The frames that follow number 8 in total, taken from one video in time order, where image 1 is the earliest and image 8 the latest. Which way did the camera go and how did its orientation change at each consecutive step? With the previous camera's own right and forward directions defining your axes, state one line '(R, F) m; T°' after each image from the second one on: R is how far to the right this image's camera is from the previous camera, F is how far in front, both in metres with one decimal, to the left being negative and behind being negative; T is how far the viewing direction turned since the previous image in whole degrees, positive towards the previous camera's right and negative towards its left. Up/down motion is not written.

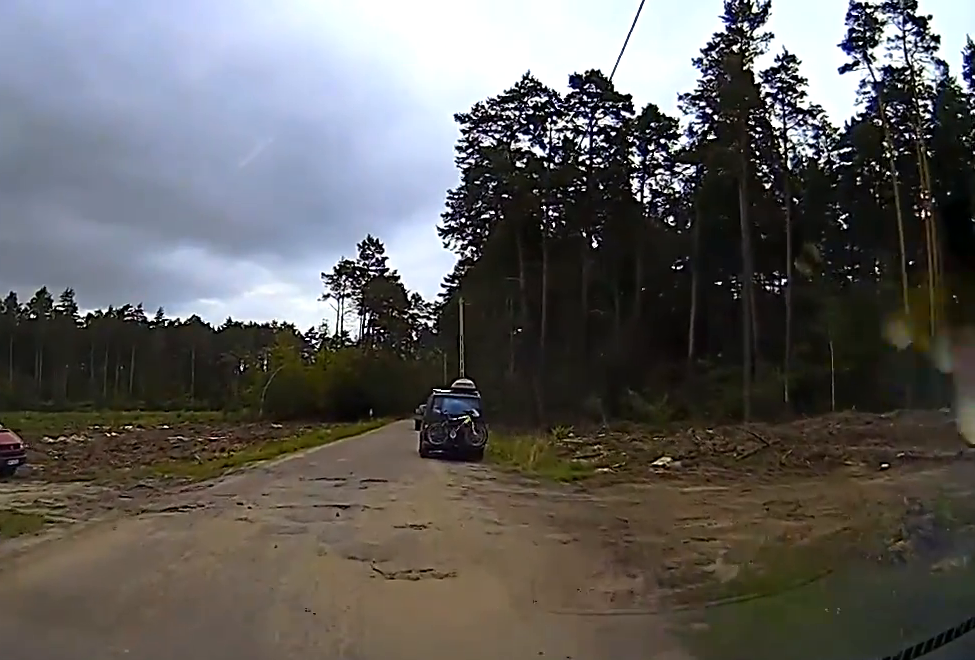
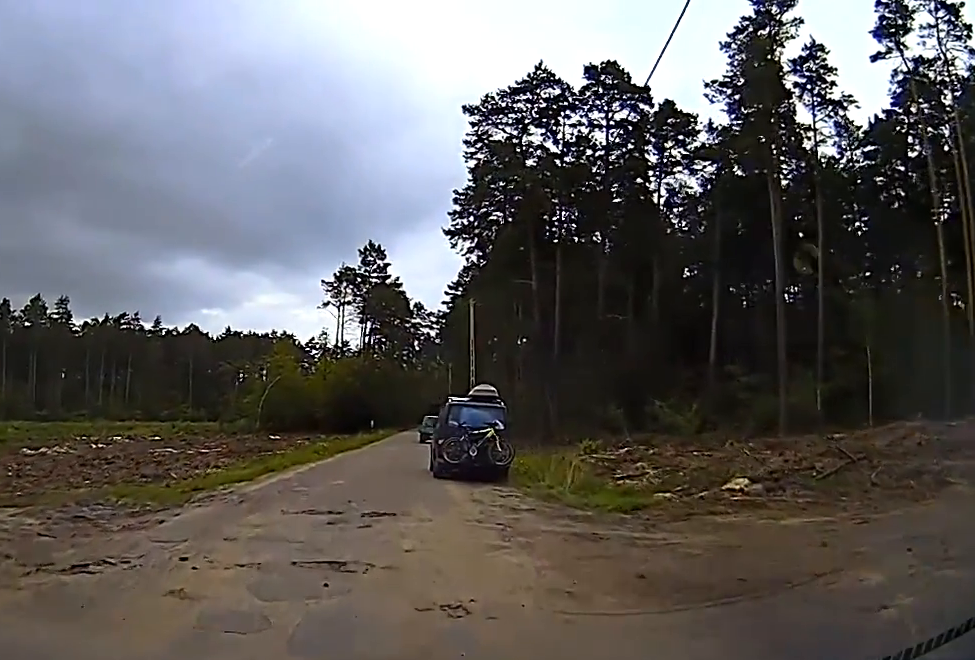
(+0.1, +4.2) m; 0°
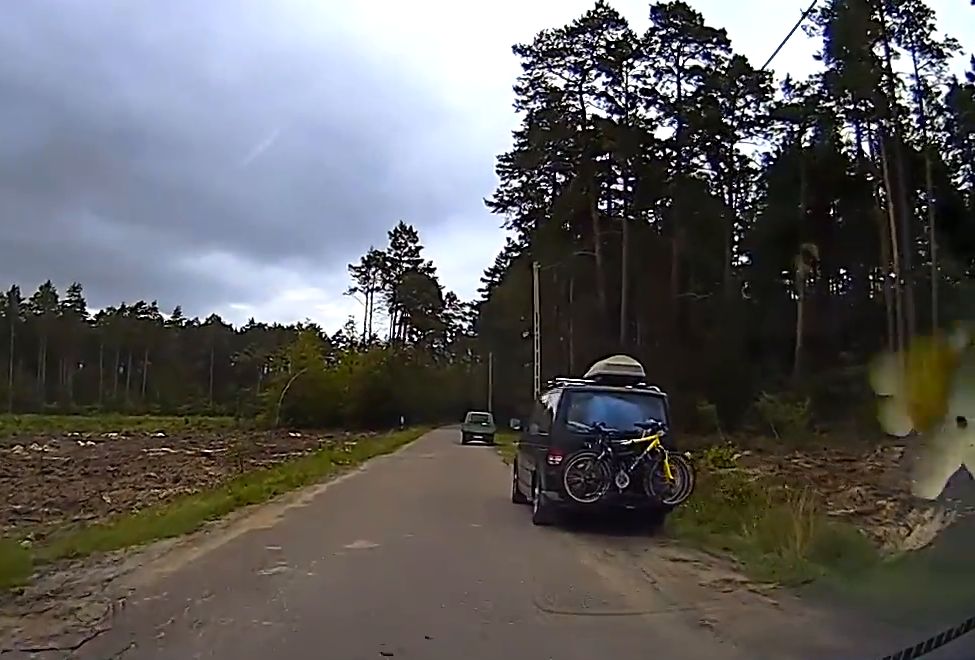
(-0.2, +9.9) m; -2°
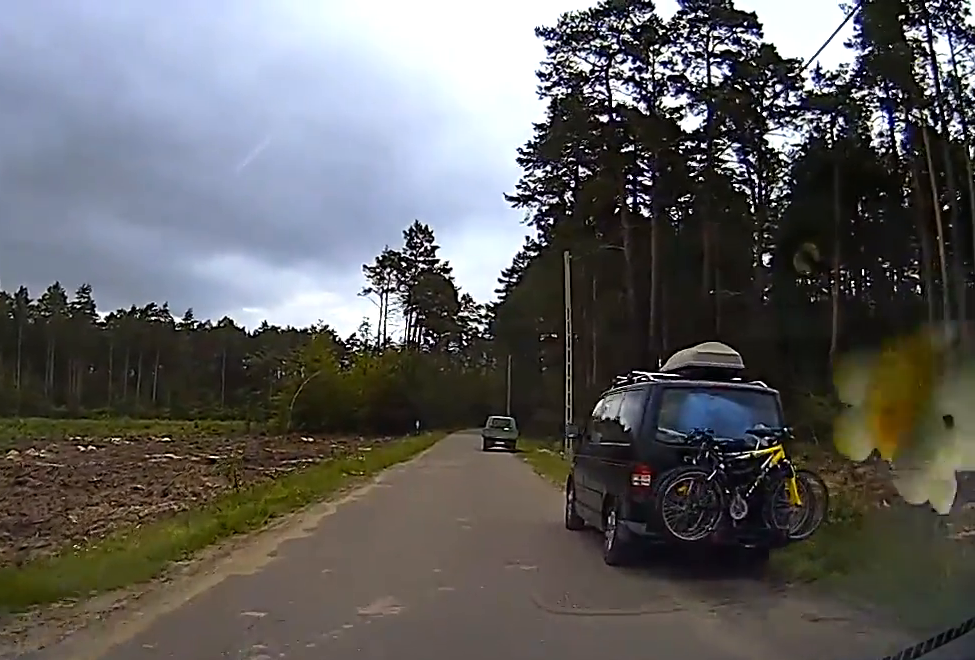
(0.0, +2.8) m; 0°
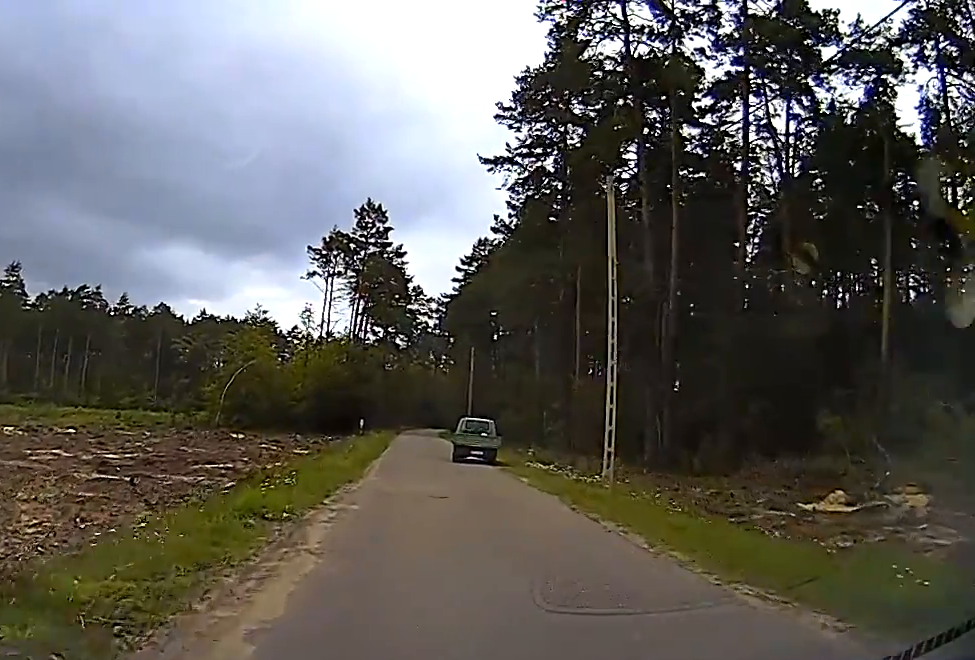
(-0.1, +9.1) m; -1°
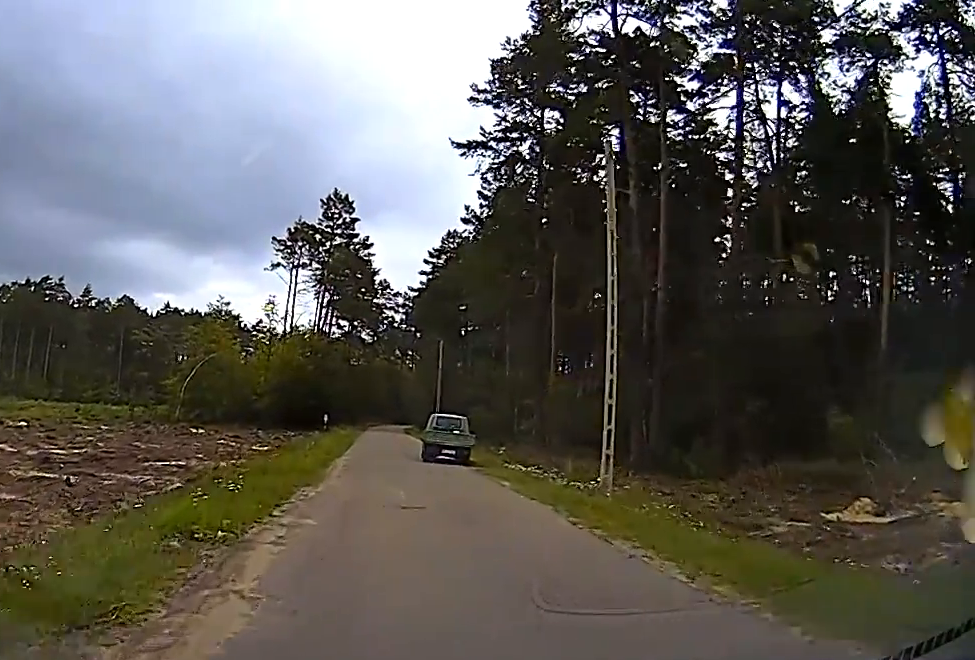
(0.0, +2.1) m; +1°
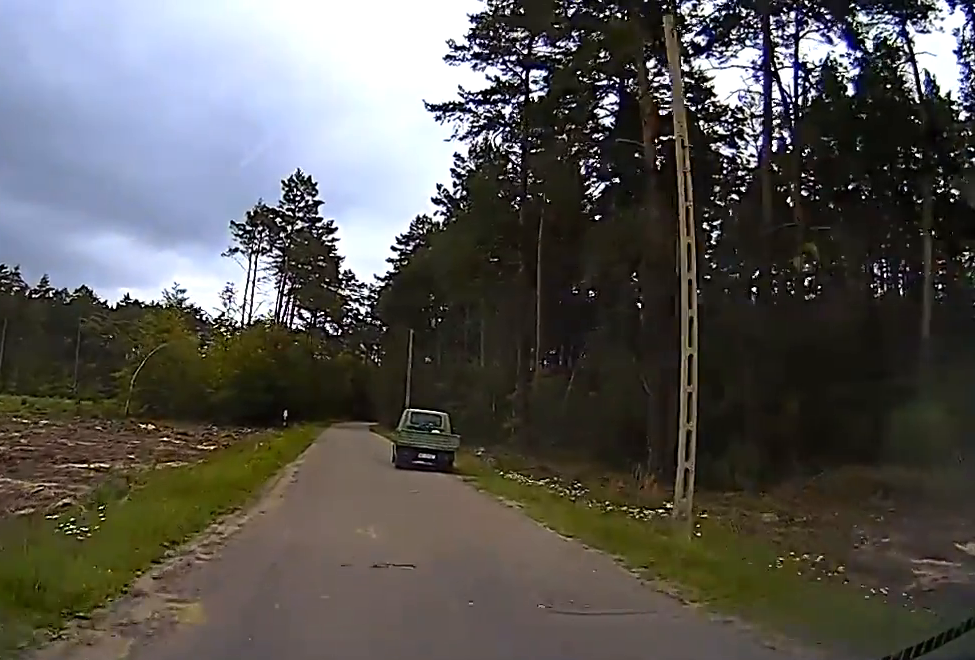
(+0.1, +5.2) m; +2°
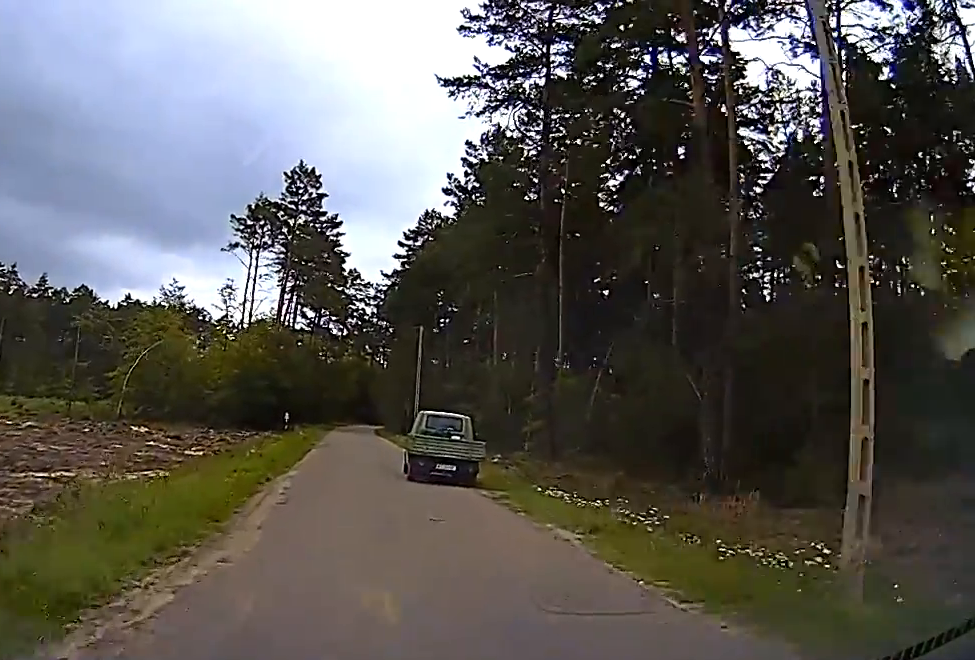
(0.0, +3.8) m; +1°
